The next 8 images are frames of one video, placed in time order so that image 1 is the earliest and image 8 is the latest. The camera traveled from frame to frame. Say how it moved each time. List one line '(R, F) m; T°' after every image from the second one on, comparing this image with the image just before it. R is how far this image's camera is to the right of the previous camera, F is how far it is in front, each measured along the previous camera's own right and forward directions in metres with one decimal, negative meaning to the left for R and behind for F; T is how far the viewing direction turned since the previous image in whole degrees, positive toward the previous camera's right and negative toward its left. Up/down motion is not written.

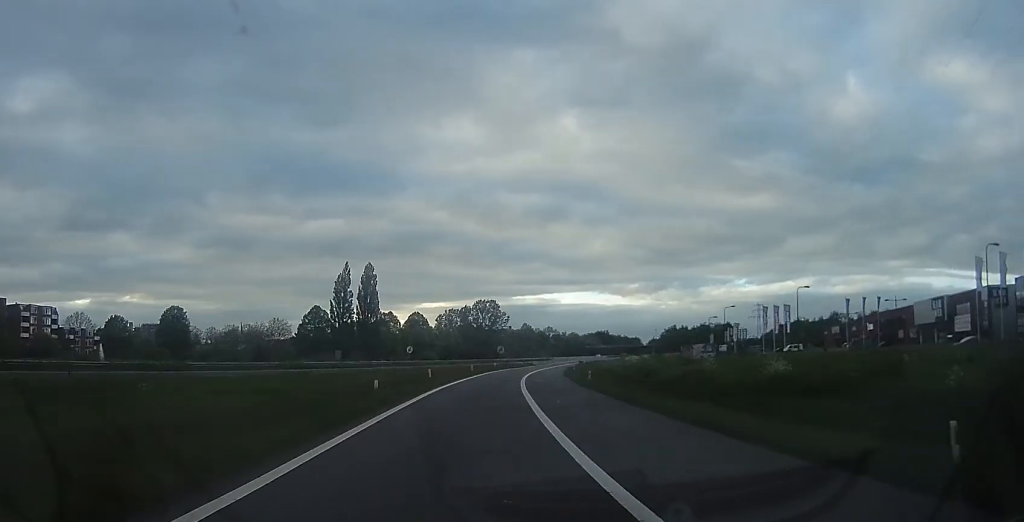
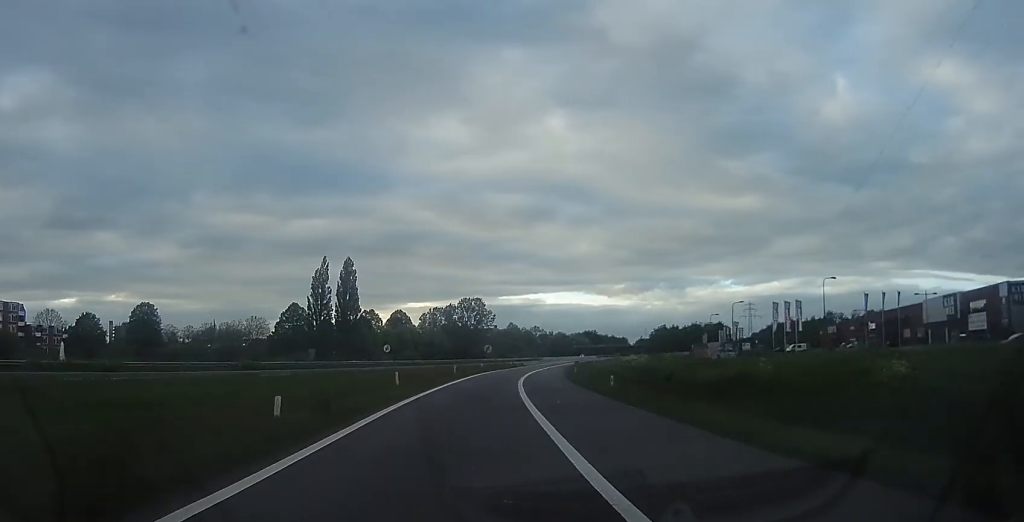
(+0.6, +8.3) m; +2°
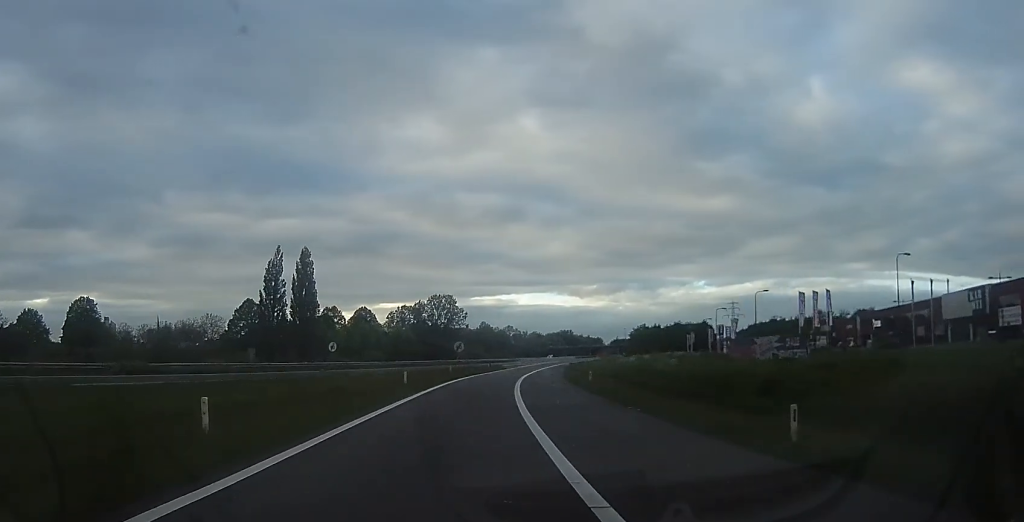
(+0.5, +15.5) m; +3°
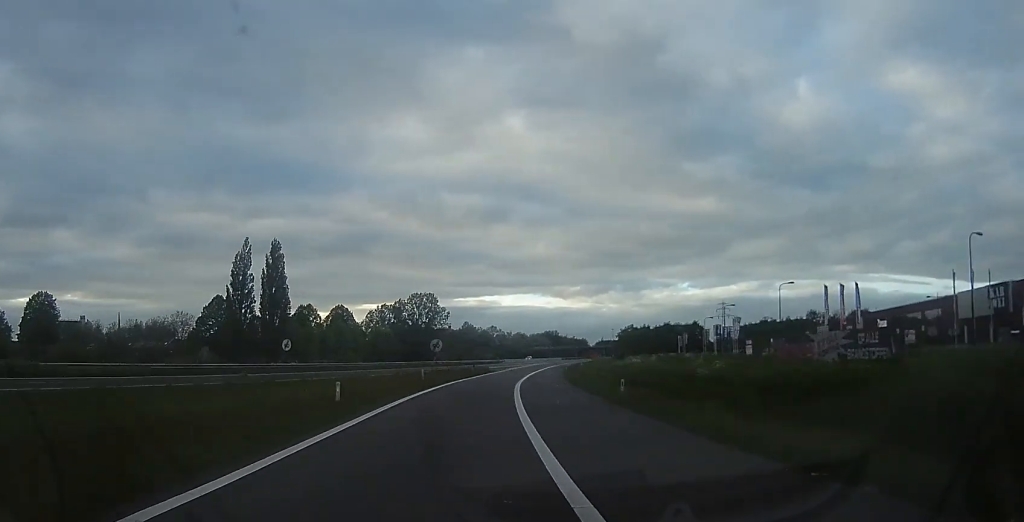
(-0.2, +9.8) m; +1°
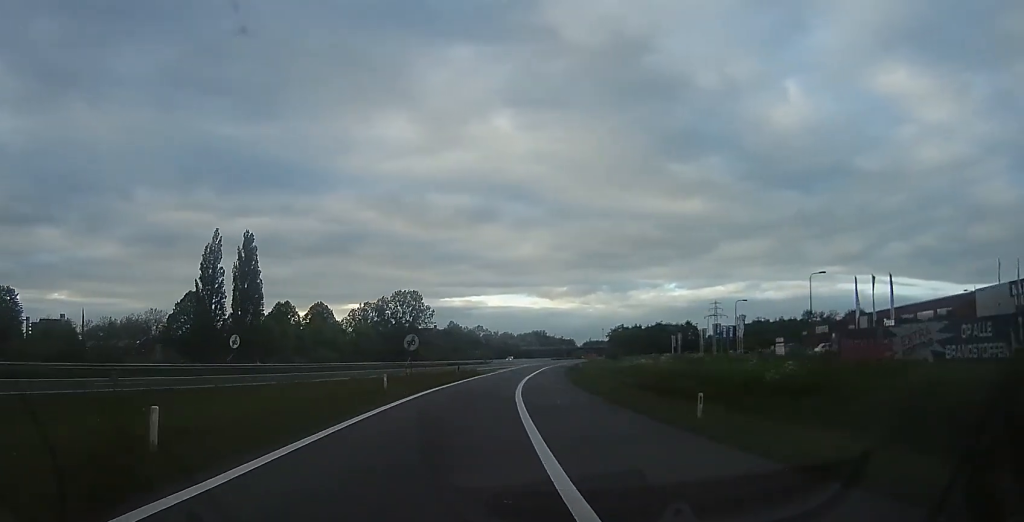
(+0.2, +8.6) m; +1°
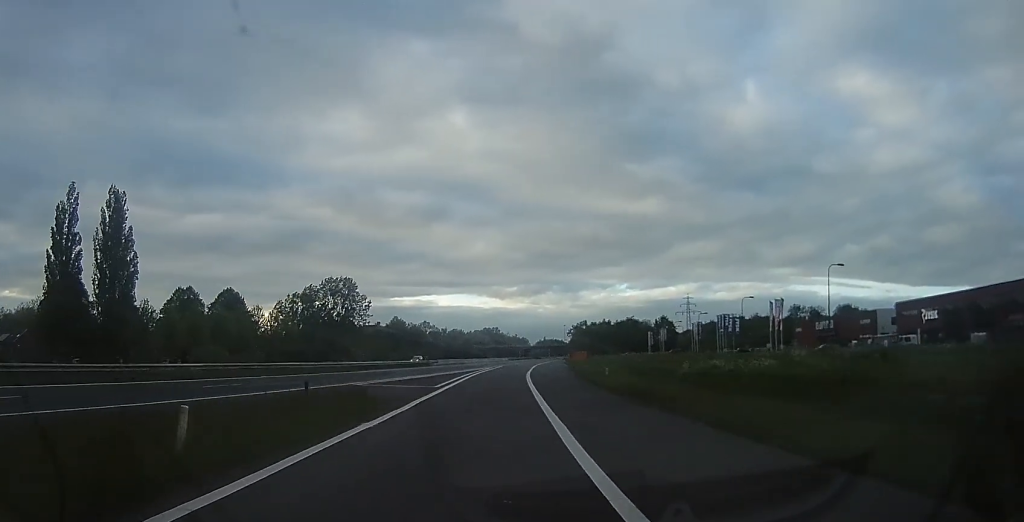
(+1.1, +32.6) m; +3°
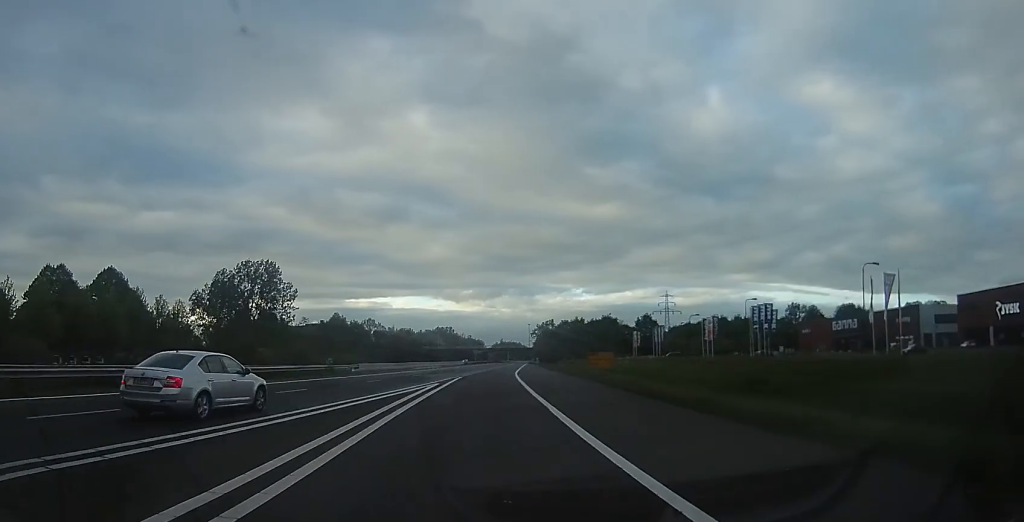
(+1.6, +34.6) m; +6°
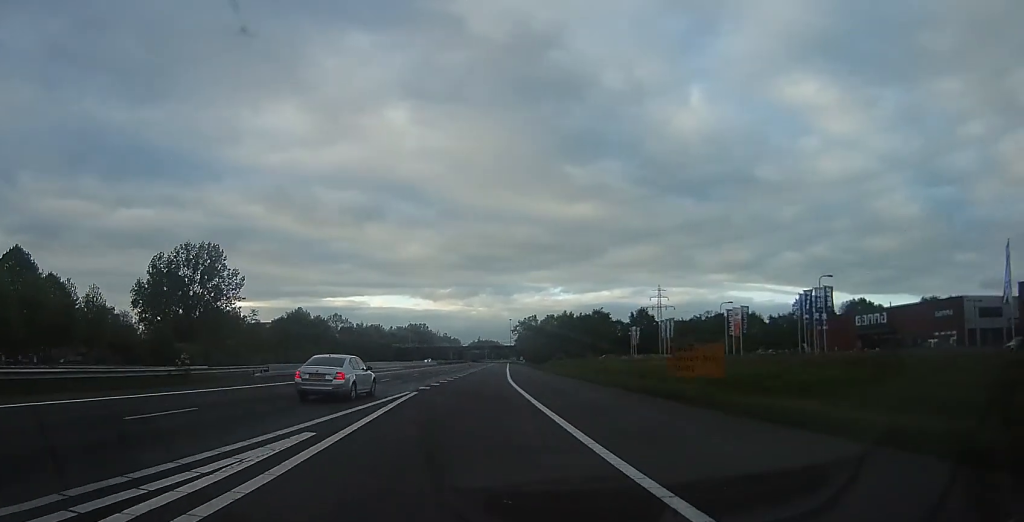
(+0.9, +21.8) m; +4°
